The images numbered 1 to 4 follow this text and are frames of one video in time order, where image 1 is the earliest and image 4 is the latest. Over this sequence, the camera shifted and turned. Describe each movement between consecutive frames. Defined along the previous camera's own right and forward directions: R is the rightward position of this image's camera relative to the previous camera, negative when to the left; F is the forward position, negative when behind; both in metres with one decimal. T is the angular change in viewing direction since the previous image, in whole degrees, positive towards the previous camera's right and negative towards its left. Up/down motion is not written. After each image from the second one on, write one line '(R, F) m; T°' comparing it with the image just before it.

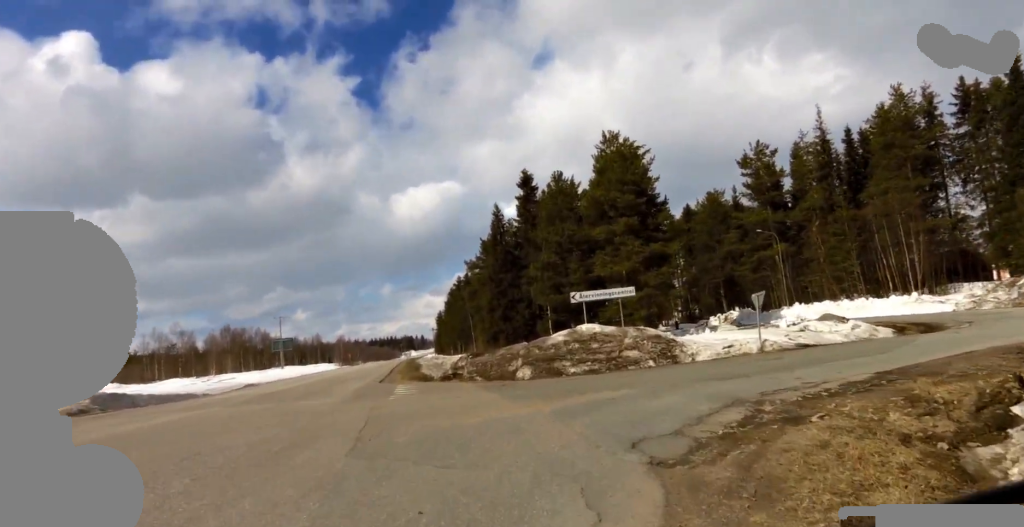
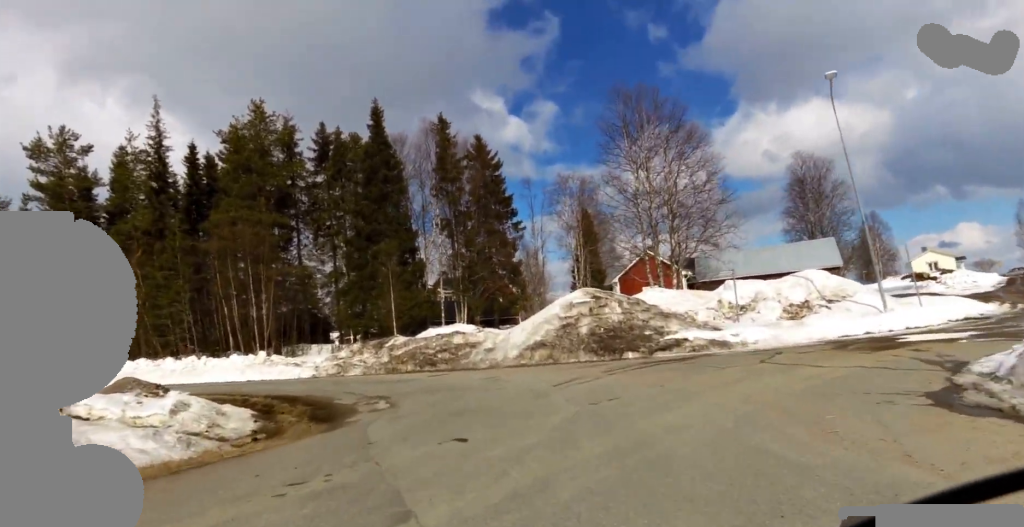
(+4.2, +14.6) m; +19°
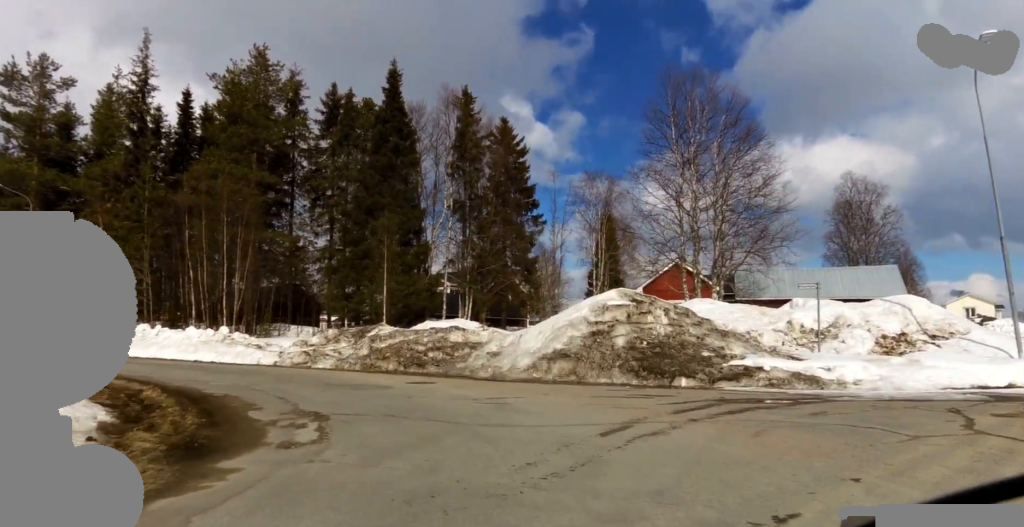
(0.0, +5.1) m; -13°
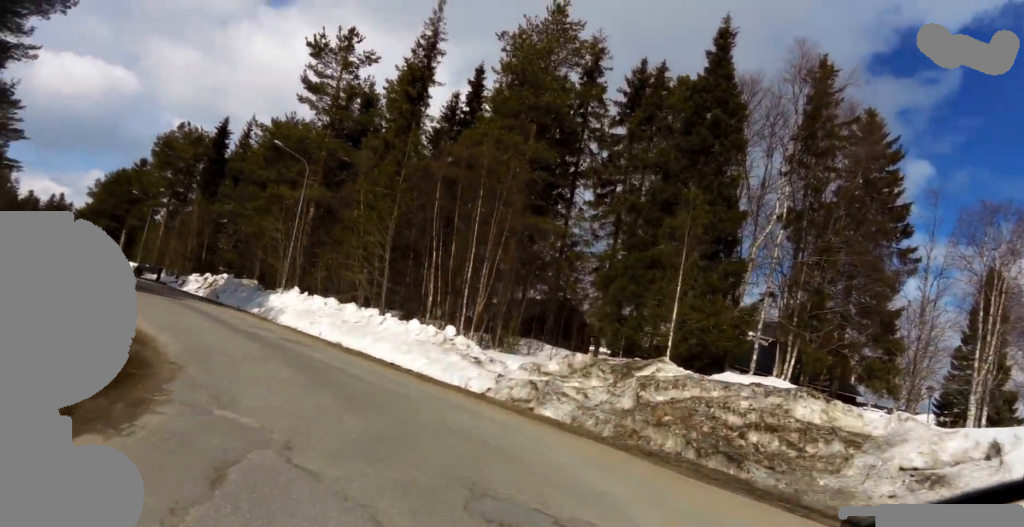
(-3.1, +8.8) m; -24°
